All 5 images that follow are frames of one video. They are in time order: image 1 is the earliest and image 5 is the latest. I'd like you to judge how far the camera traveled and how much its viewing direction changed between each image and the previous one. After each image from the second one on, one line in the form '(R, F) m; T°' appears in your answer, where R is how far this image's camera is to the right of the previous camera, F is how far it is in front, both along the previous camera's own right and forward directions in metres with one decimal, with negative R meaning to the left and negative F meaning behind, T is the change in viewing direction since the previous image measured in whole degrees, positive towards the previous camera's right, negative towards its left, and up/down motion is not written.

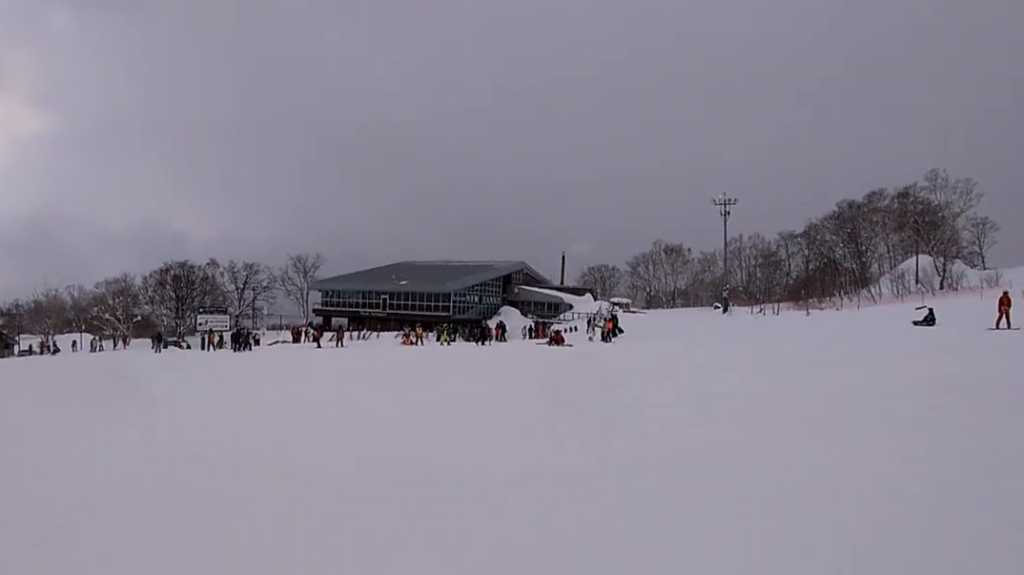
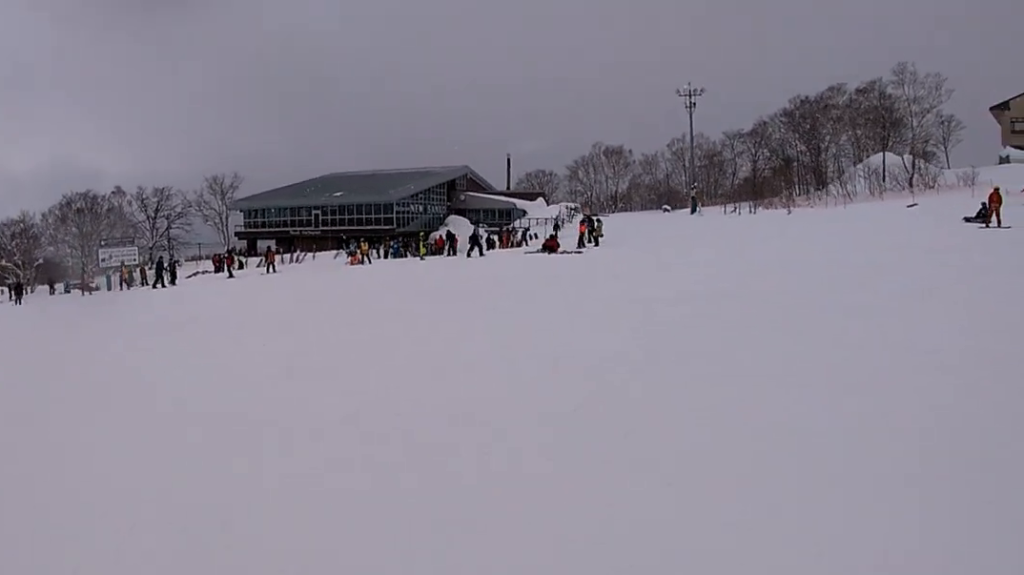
(0.0, +7.4) m; +2°
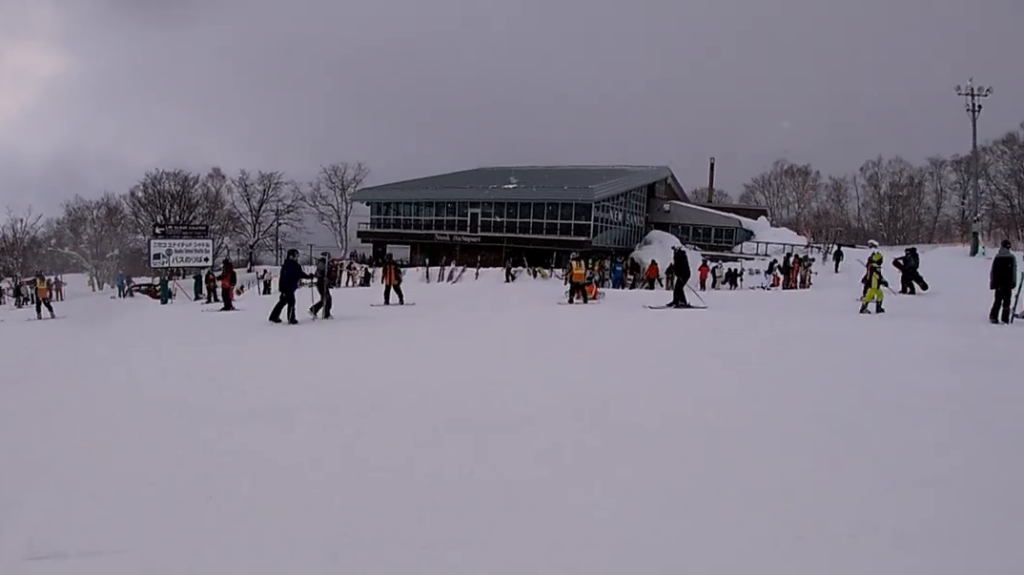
(-0.6, +17.6) m; -9°
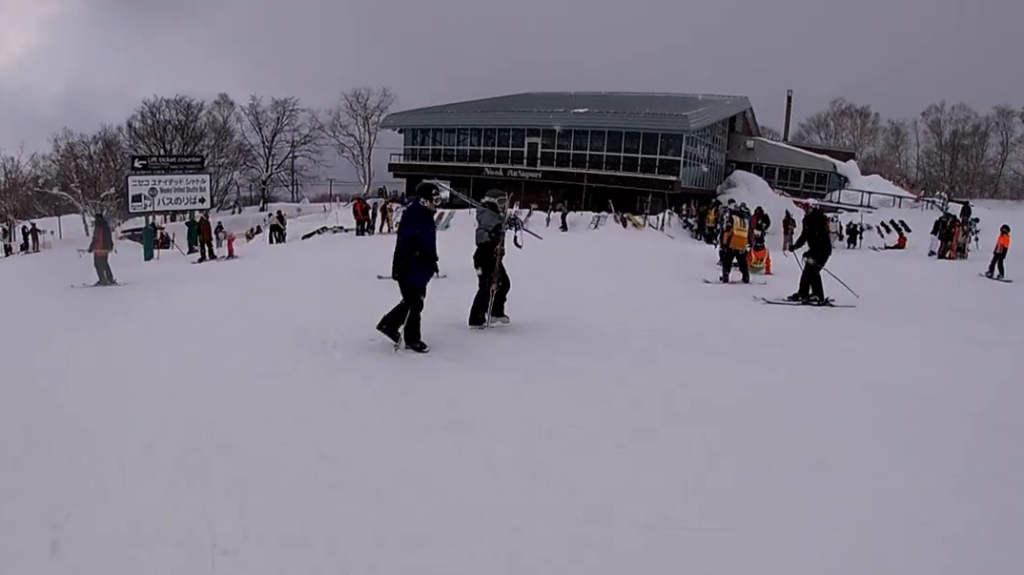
(+0.7, +6.9) m; +7°
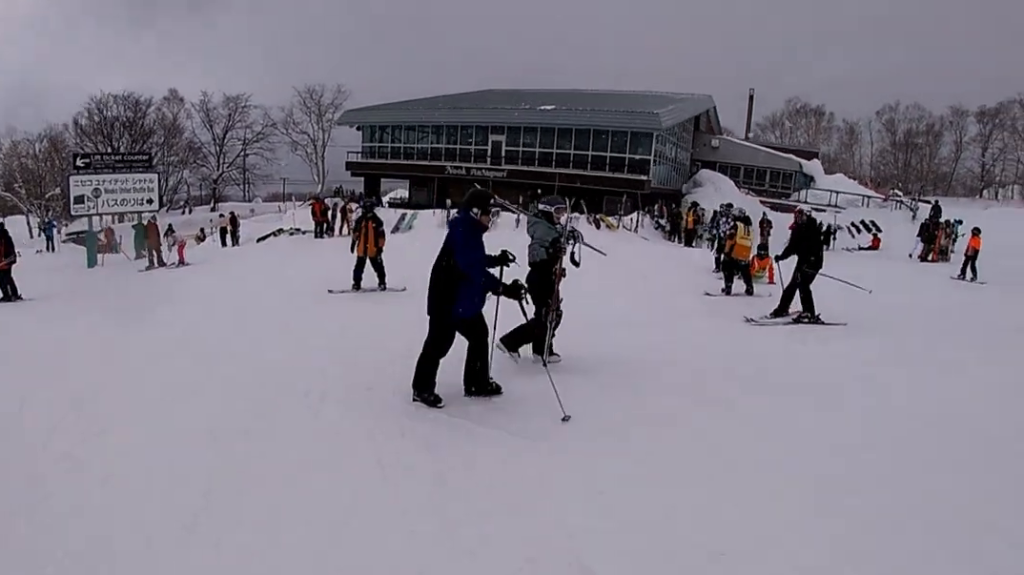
(0.0, +1.6) m; 0°
